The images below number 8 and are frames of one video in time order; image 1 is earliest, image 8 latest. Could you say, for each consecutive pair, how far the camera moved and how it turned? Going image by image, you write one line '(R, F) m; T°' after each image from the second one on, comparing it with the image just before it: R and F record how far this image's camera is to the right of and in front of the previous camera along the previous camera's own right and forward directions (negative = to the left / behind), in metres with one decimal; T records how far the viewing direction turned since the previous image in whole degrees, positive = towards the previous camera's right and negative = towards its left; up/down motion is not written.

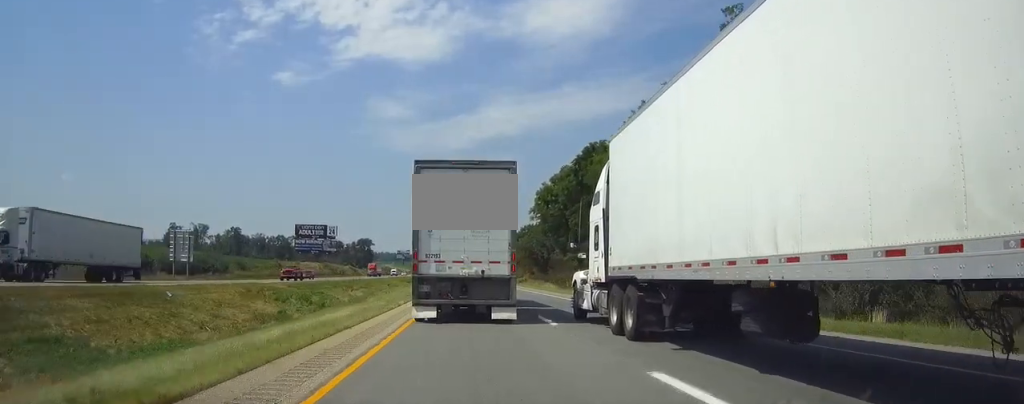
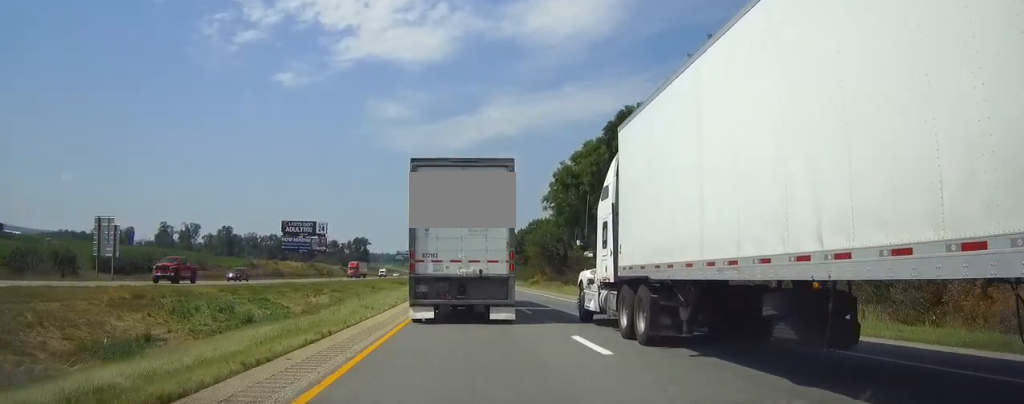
(0.0, +19.1) m; 0°
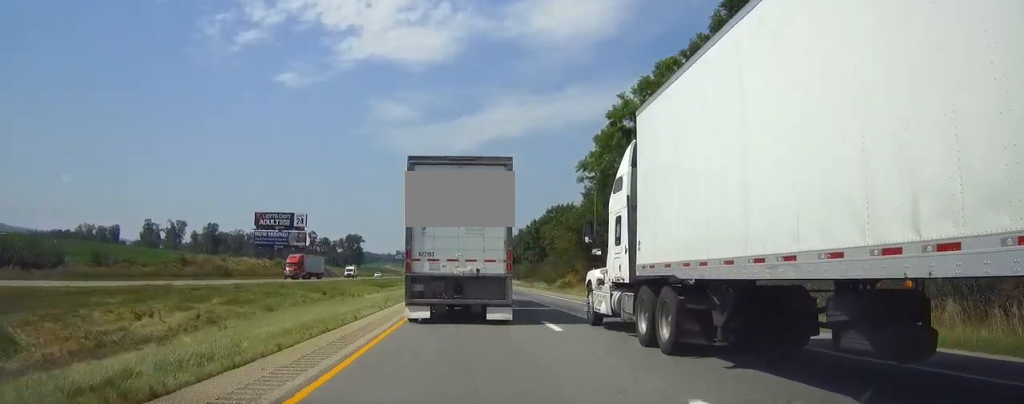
(-0.1, +31.8) m; 0°
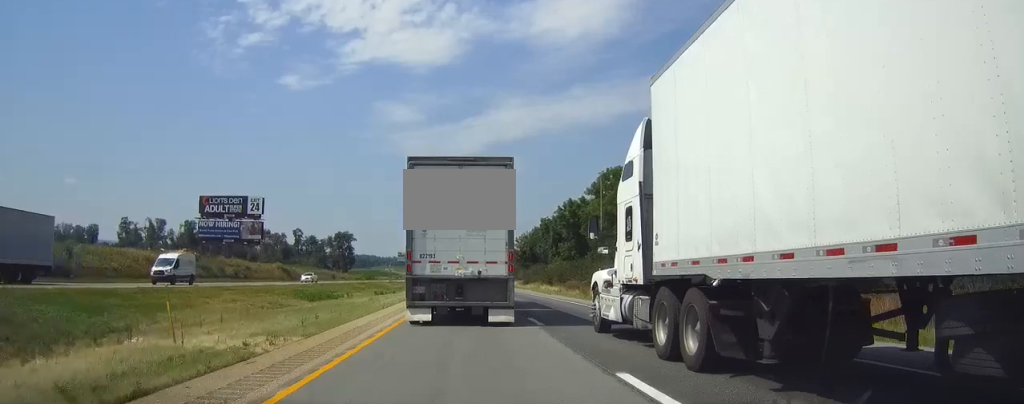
(-0.1, +46.6) m; 0°
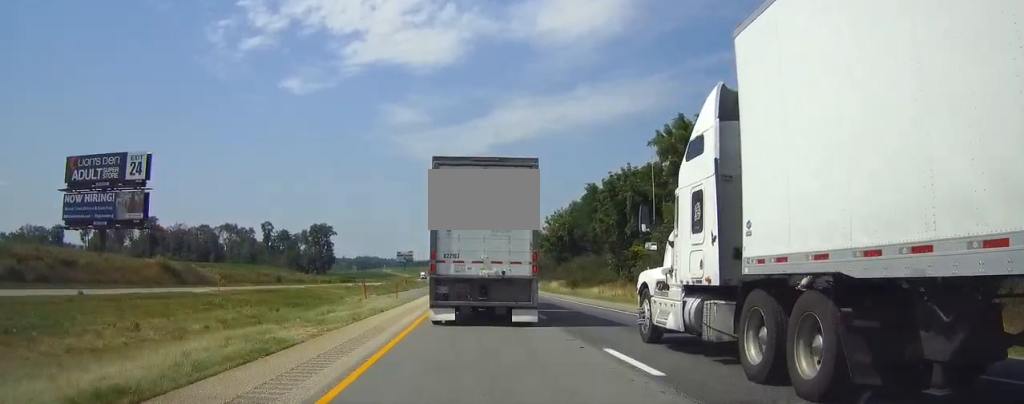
(-0.2, +57.9) m; -1°
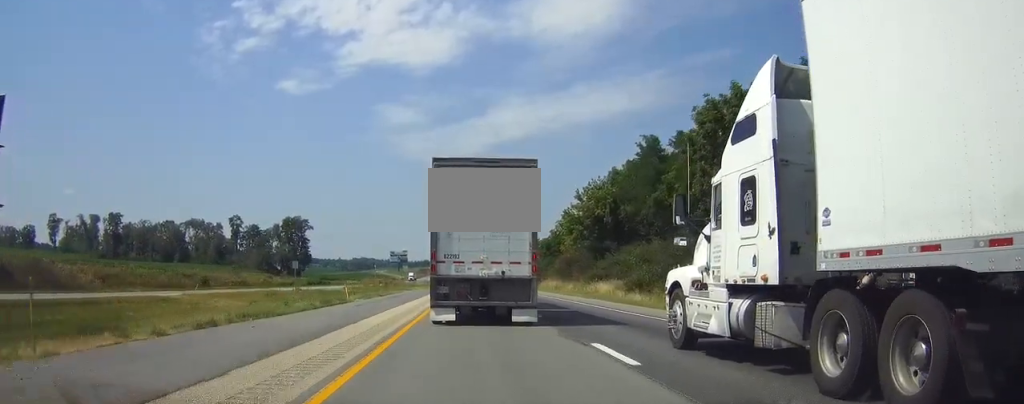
(-0.1, +35.7) m; 0°
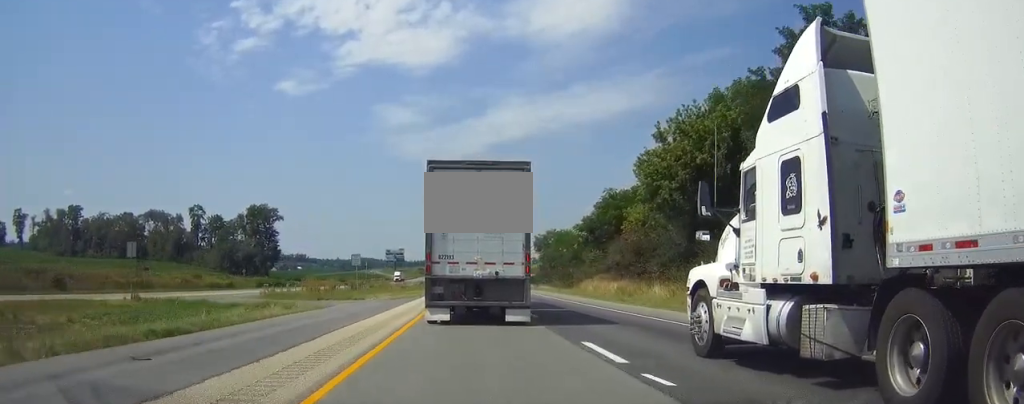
(0.0, +36.6) m; 0°
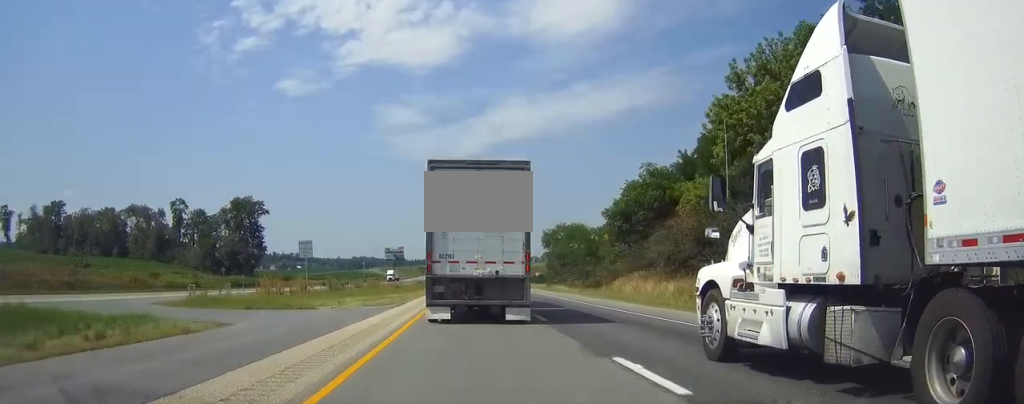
(0.0, +14.6) m; 0°
